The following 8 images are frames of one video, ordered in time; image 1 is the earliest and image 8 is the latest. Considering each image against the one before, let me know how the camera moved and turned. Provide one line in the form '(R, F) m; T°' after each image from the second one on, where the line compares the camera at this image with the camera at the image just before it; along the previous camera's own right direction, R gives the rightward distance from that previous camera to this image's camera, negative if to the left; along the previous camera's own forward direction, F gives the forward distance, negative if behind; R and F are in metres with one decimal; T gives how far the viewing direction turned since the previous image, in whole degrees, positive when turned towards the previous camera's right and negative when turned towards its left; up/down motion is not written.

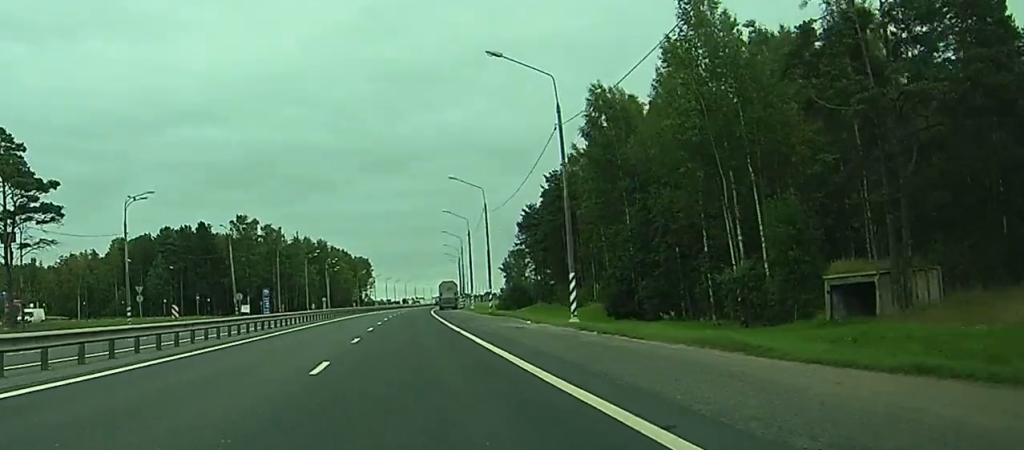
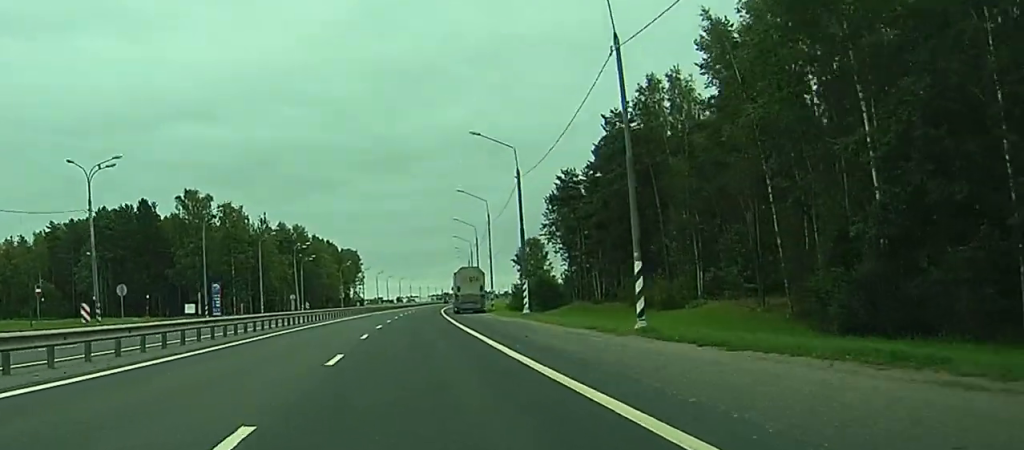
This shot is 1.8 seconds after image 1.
(0.0, +45.7) m; 0°
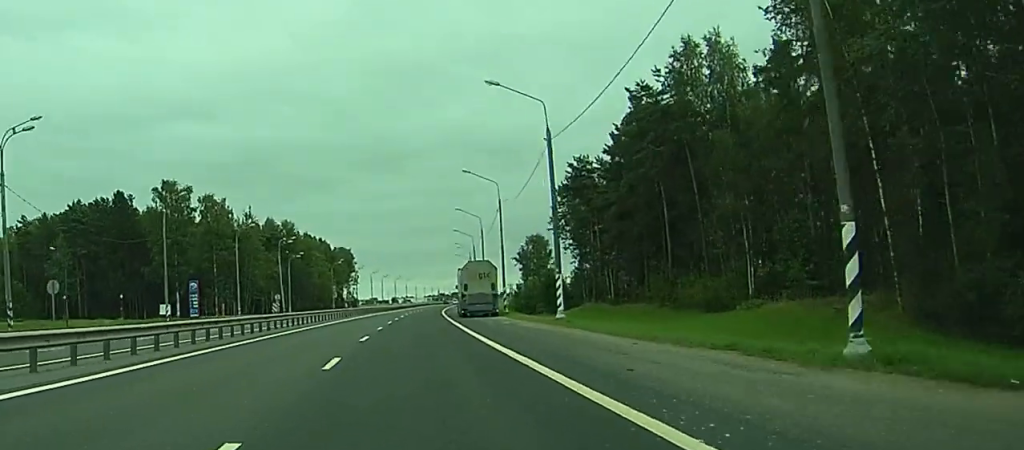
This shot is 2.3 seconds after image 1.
(0.0, +12.8) m; 0°
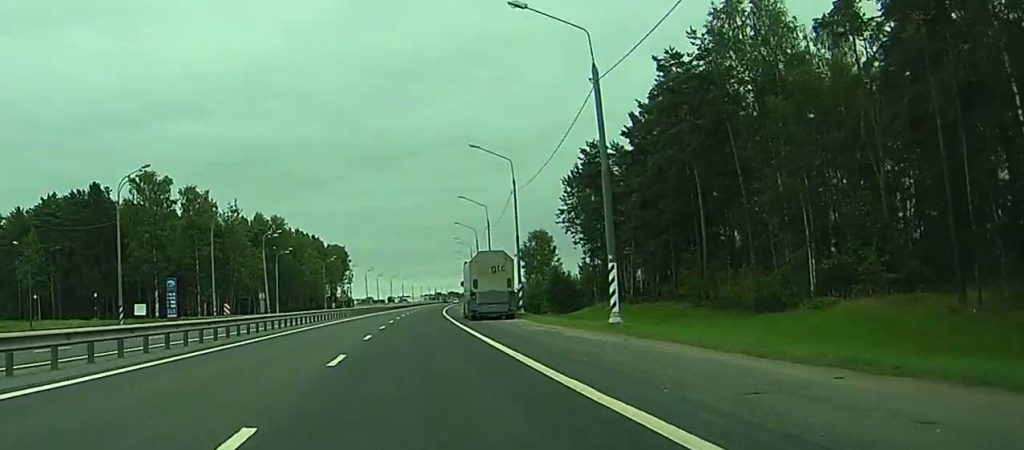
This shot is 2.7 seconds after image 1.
(+0.1, +11.0) m; 0°
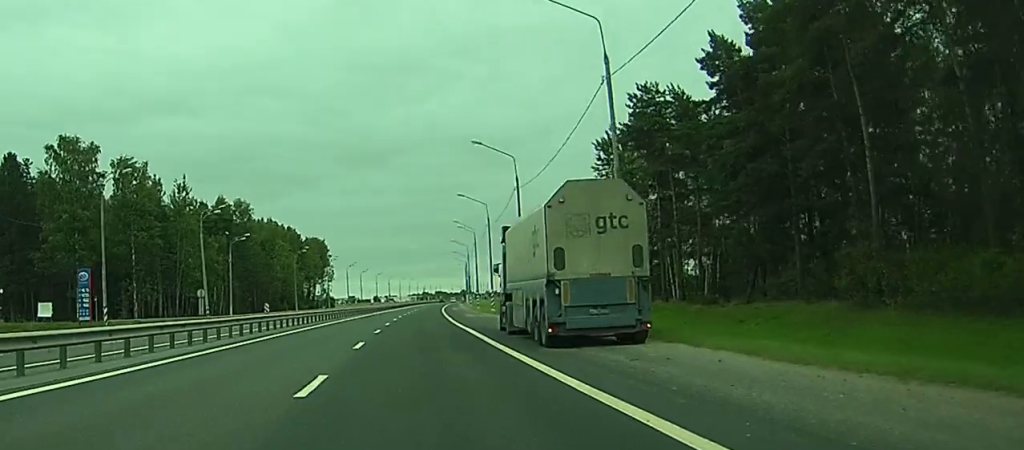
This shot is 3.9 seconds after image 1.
(+0.1, +29.6) m; 0°
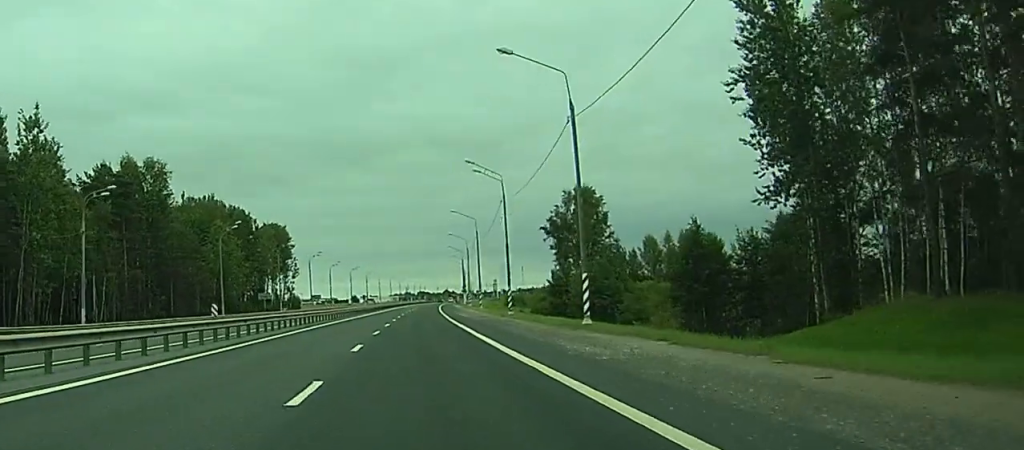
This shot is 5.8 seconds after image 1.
(+0.6, +48.6) m; +2°
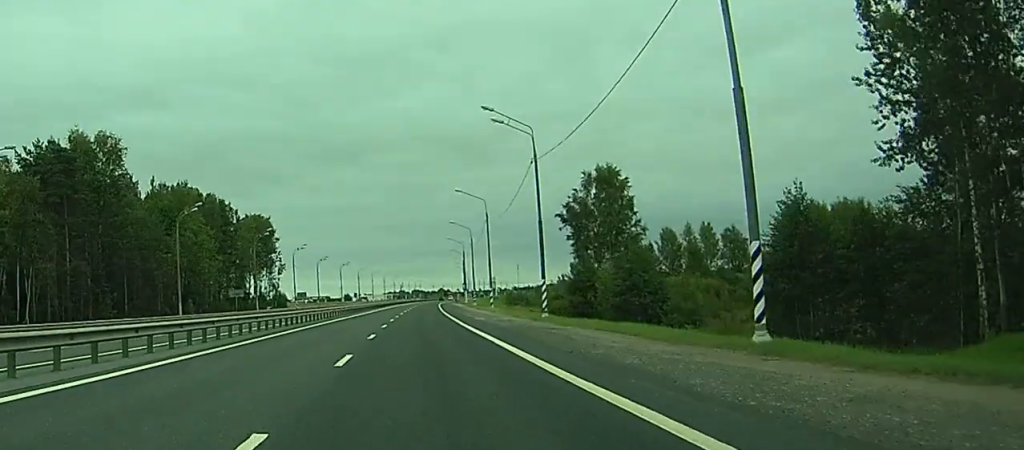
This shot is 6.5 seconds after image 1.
(+0.1, +17.5) m; +1°
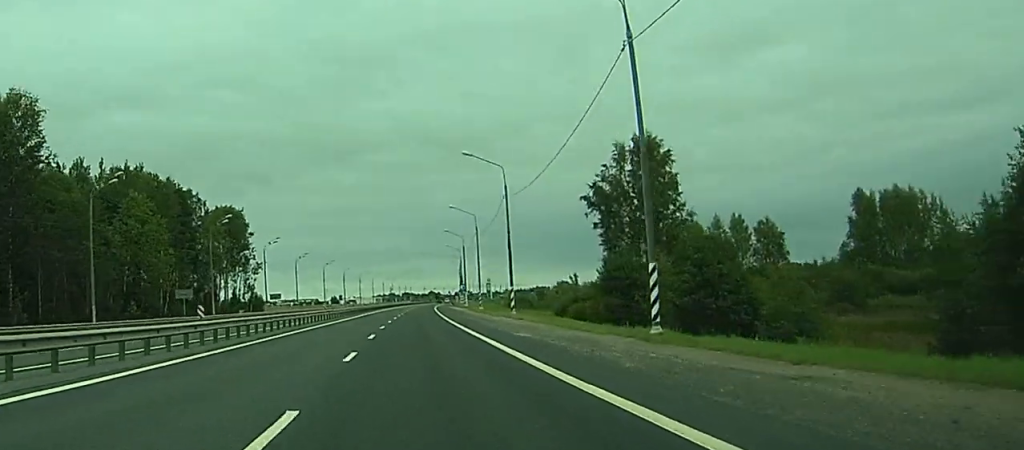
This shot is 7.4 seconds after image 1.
(+0.2, +21.7) m; +1°
